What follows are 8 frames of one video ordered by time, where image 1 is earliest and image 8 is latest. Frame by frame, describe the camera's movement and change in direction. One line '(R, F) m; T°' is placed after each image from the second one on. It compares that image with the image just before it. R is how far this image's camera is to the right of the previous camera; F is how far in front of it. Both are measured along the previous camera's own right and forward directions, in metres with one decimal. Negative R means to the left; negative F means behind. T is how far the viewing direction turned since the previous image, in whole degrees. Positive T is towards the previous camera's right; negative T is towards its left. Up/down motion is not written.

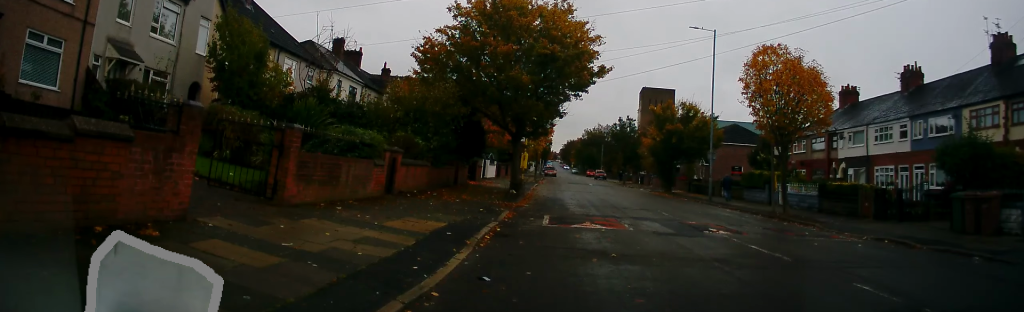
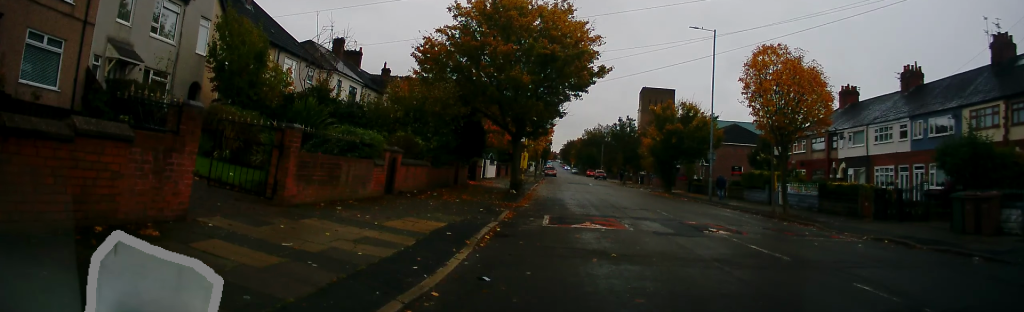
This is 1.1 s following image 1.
(0.0, 0.0) m; 0°
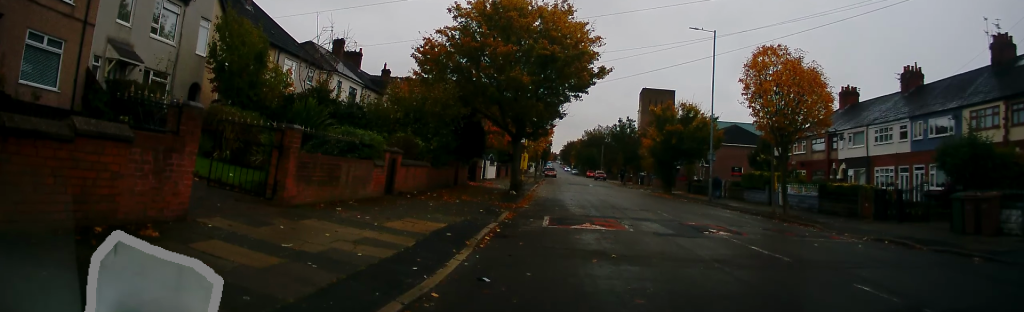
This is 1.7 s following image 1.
(0.0, 0.0) m; 0°
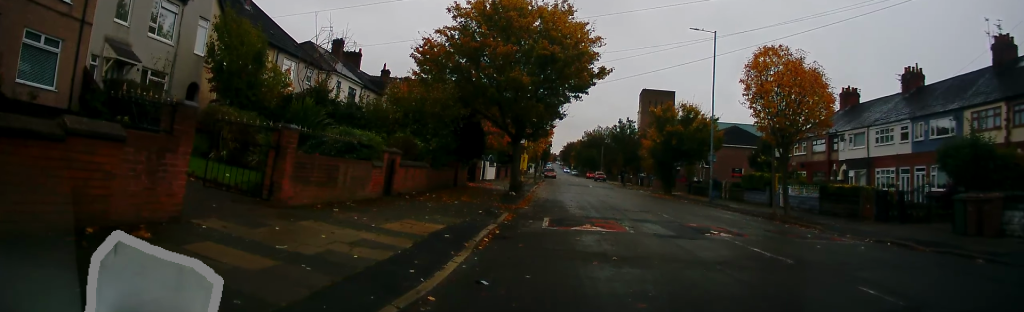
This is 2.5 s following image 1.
(0.0, 0.0) m; 0°
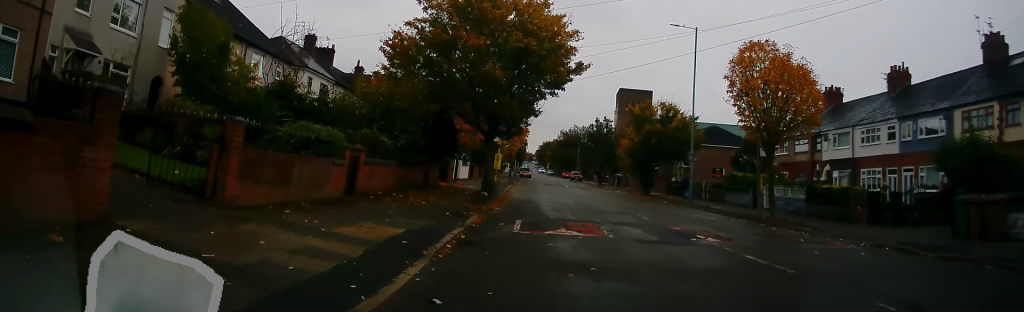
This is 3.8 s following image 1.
(+0.1, +0.7) m; +2°
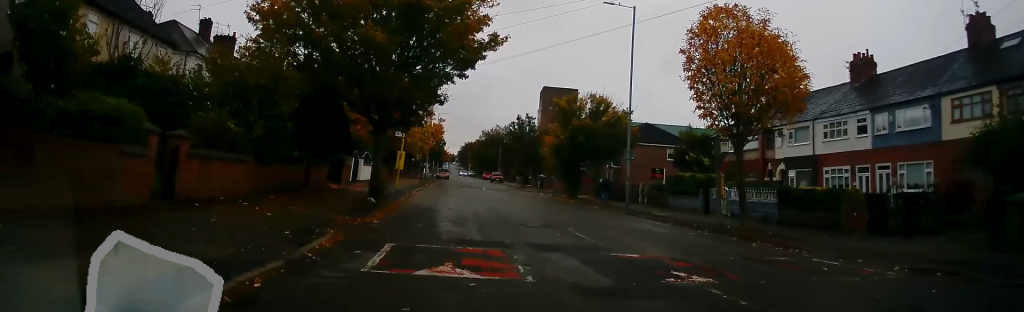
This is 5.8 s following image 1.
(+0.5, +3.9) m; +9°
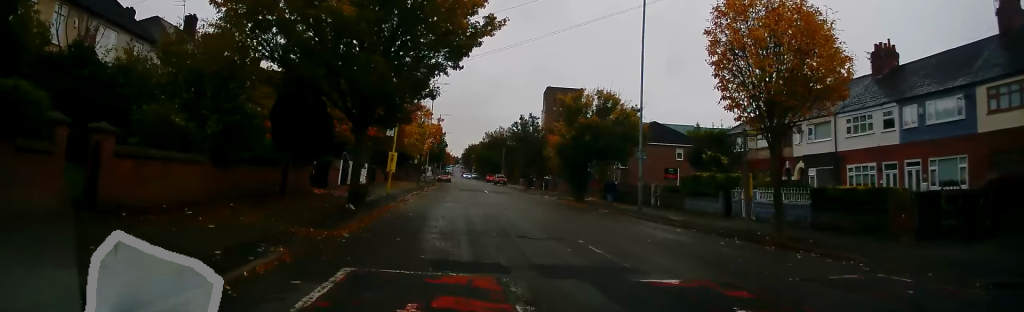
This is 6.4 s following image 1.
(+0.2, +2.0) m; -4°
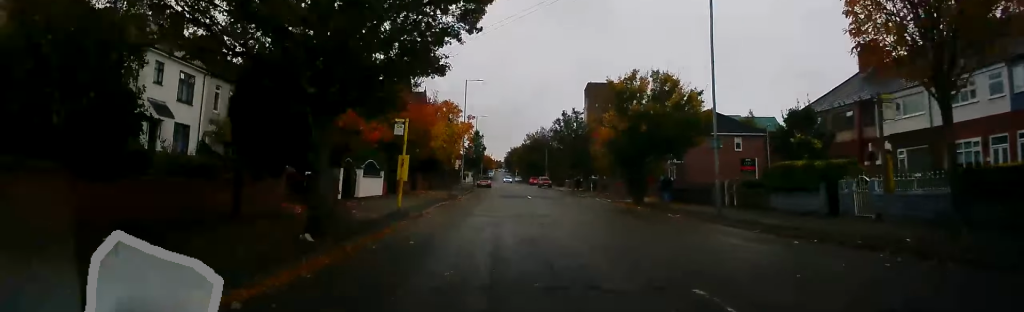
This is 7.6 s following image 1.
(-0.6, +5.1) m; -5°
